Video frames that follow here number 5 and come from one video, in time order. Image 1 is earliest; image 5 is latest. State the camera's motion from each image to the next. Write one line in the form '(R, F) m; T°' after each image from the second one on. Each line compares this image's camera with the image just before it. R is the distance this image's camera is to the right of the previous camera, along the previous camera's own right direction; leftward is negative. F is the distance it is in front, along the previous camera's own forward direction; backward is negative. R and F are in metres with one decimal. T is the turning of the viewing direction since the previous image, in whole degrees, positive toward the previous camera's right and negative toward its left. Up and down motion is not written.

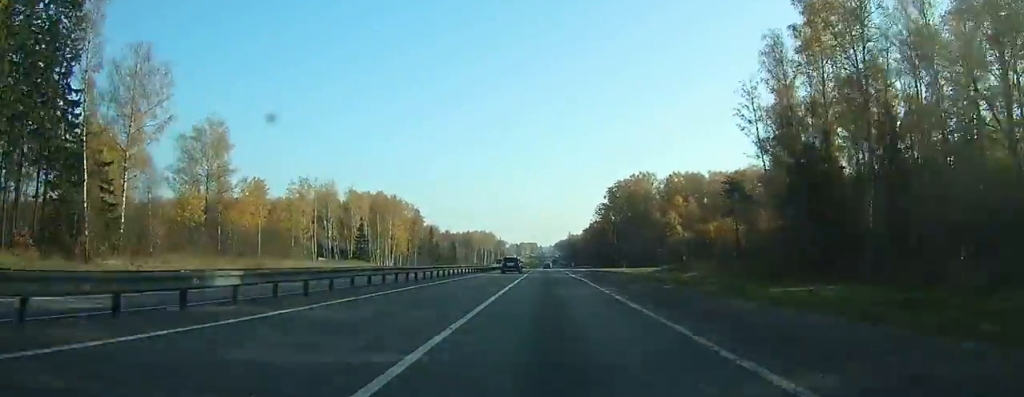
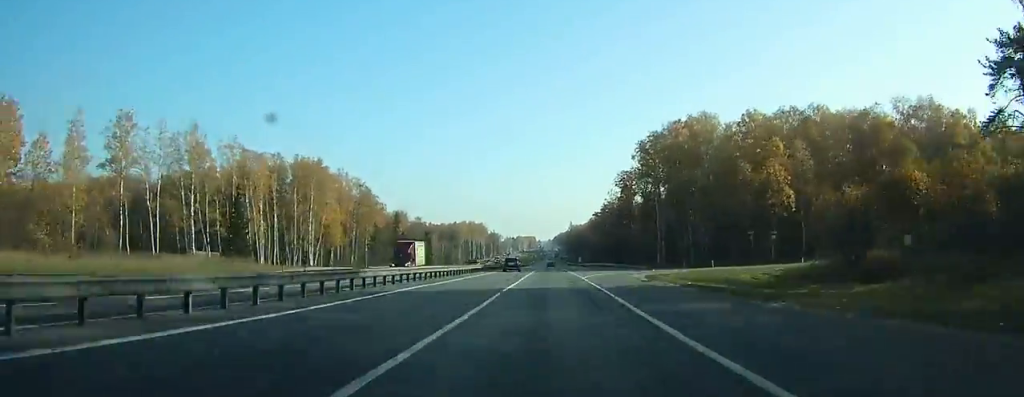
(+0.2, +61.7) m; 0°
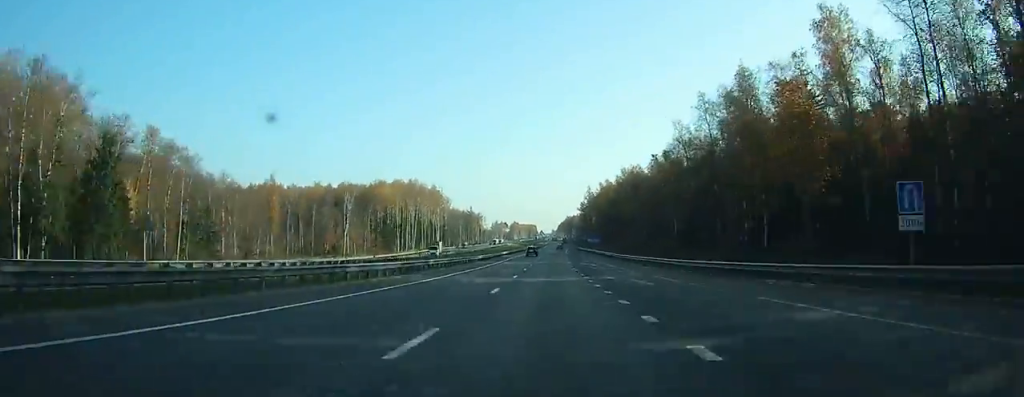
(-0.1, +174.5) m; -1°
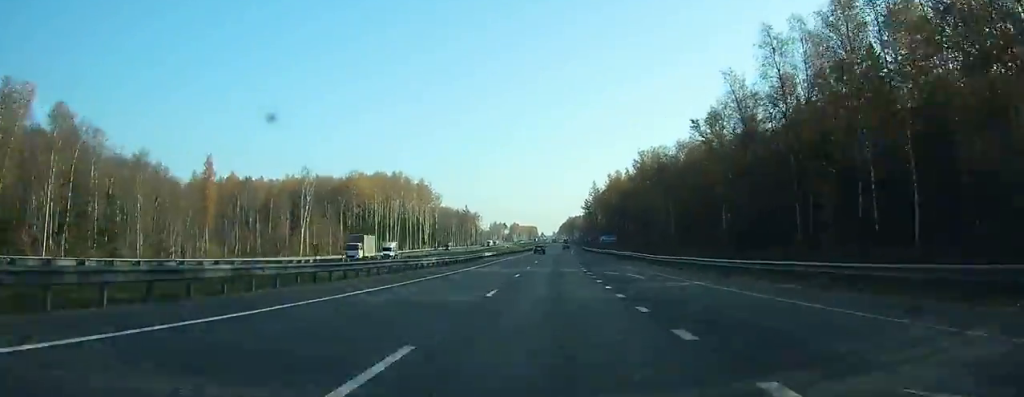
(-0.1, +26.0) m; 0°
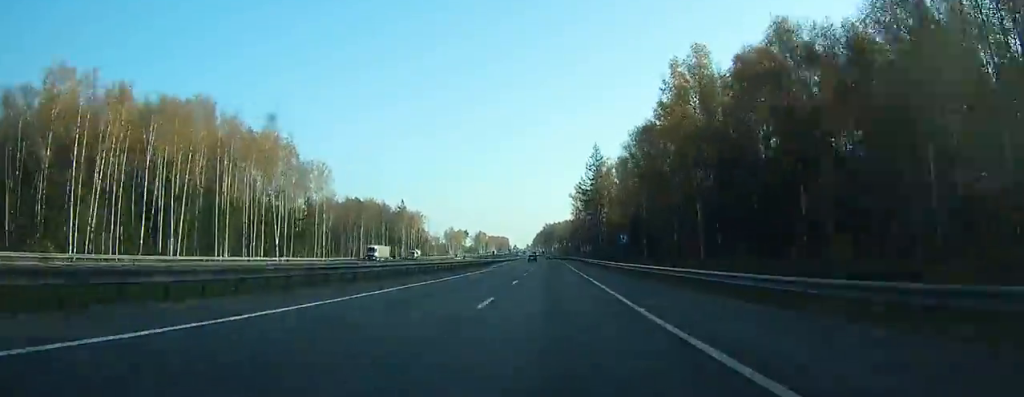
(+1.5, +110.2) m; +2°
